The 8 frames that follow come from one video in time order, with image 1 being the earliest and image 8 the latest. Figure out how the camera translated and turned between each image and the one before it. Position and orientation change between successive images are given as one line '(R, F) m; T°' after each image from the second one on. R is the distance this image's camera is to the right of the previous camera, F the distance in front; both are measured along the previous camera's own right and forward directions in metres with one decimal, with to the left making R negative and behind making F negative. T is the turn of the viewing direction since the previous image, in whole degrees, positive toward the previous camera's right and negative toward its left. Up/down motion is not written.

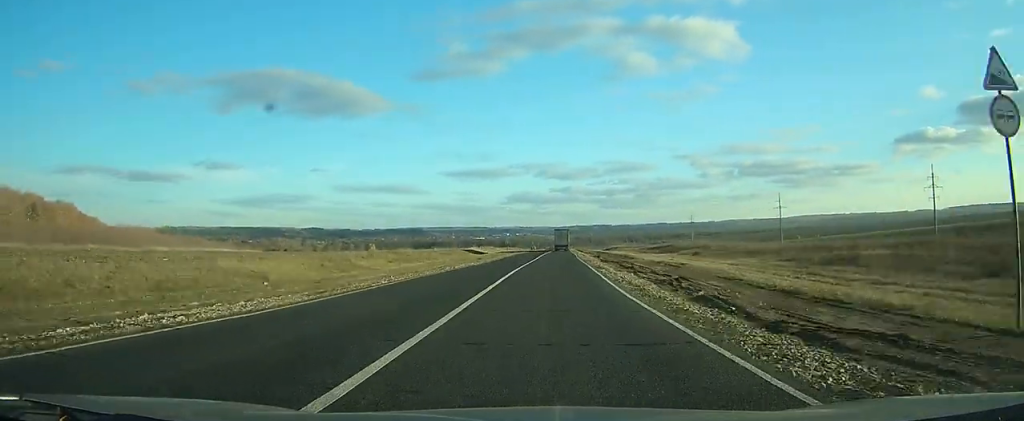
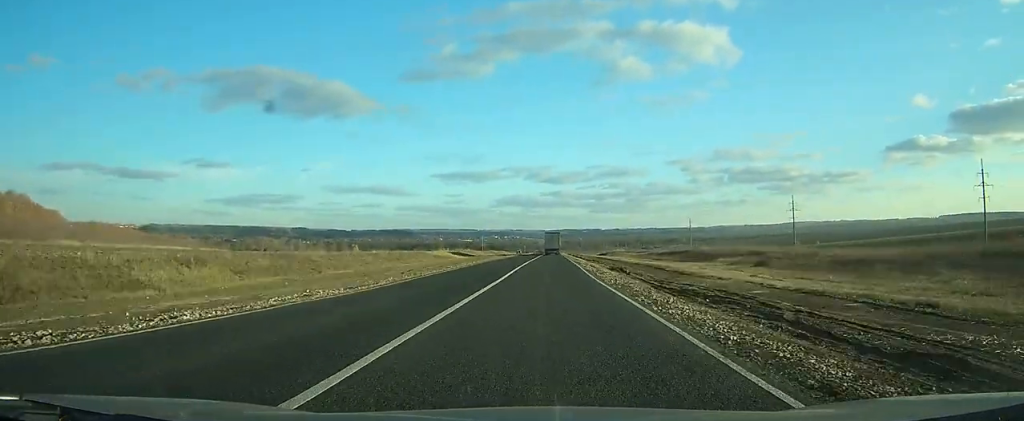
(+0.8, +26.4) m; +2°
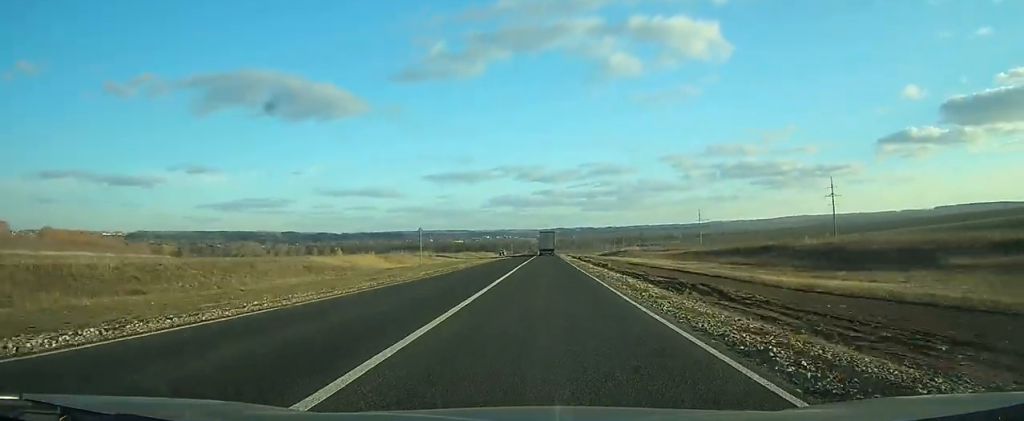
(+0.8, +41.2) m; +1°
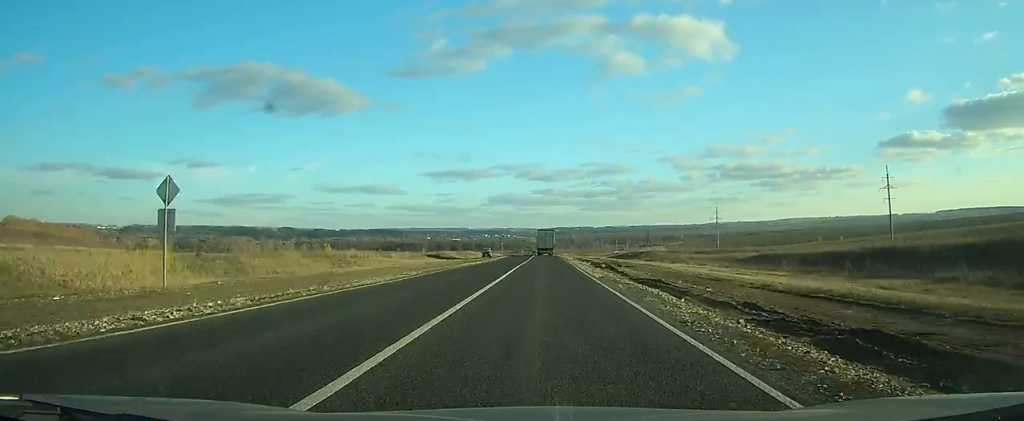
(+0.1, +37.9) m; 0°
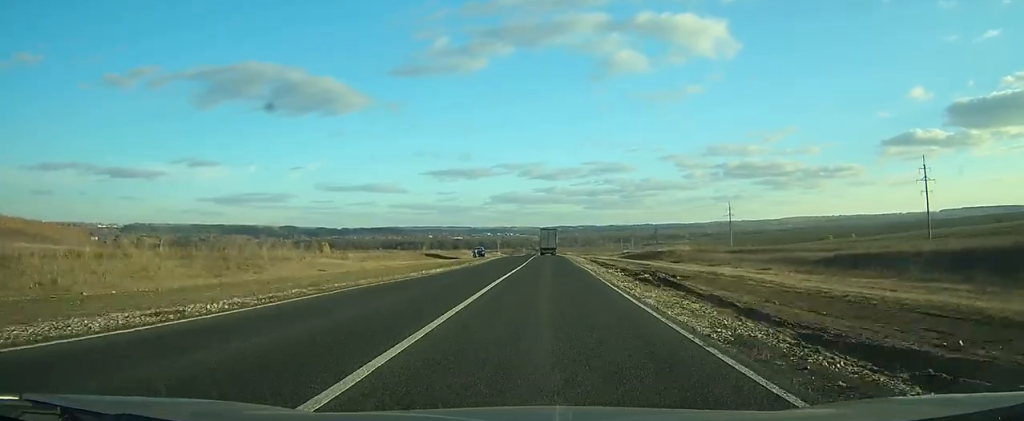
(0.0, +18.8) m; 0°
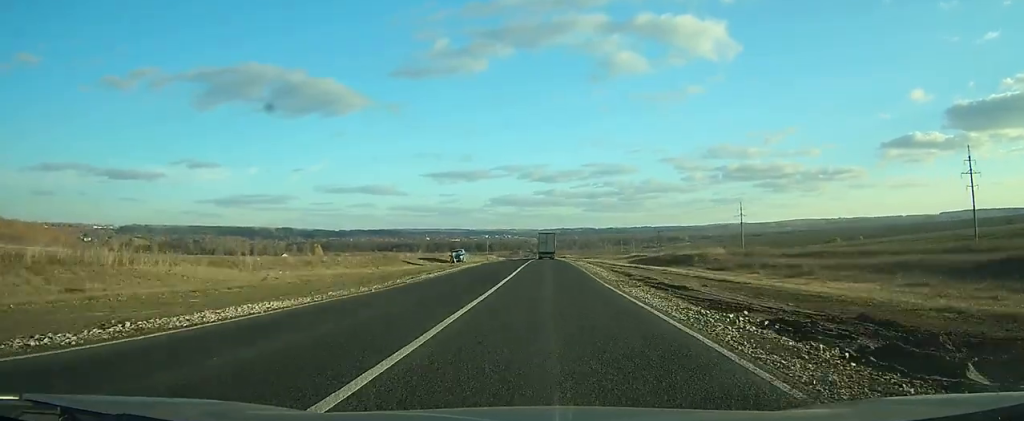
(0.0, +21.2) m; 0°
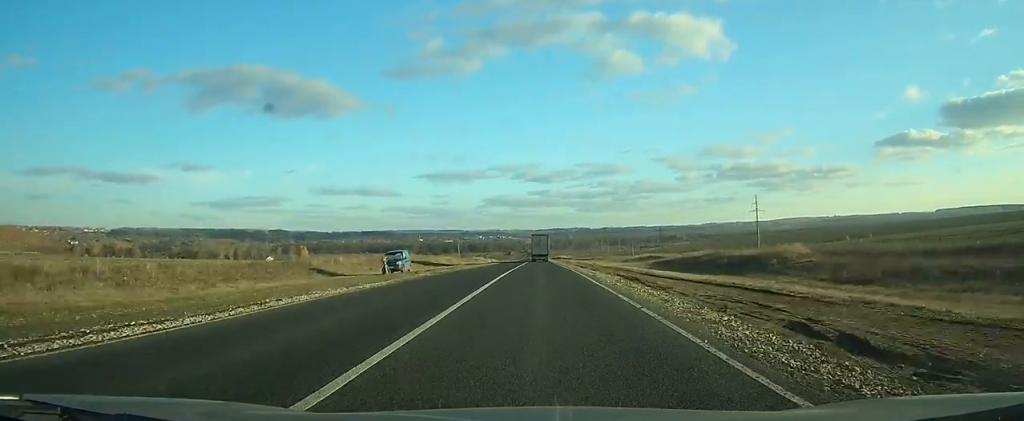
(0.0, +28.6) m; 0°
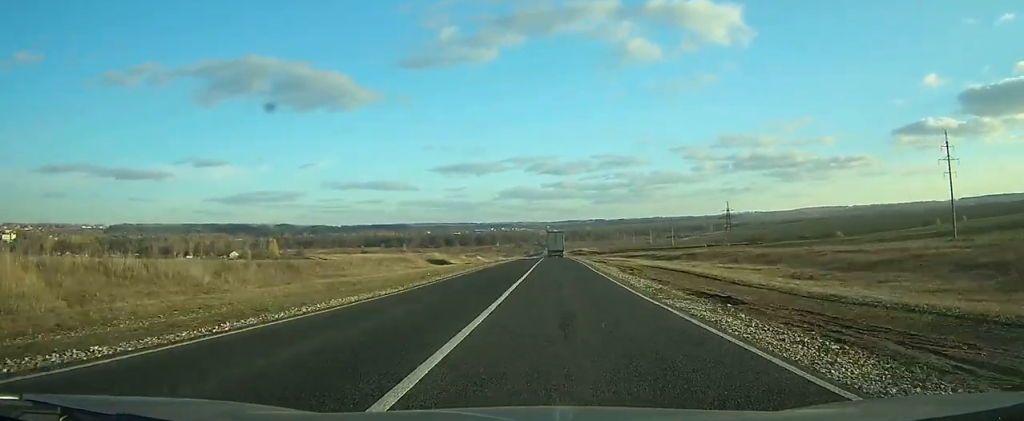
(-1.5, +119.7) m; -1°
